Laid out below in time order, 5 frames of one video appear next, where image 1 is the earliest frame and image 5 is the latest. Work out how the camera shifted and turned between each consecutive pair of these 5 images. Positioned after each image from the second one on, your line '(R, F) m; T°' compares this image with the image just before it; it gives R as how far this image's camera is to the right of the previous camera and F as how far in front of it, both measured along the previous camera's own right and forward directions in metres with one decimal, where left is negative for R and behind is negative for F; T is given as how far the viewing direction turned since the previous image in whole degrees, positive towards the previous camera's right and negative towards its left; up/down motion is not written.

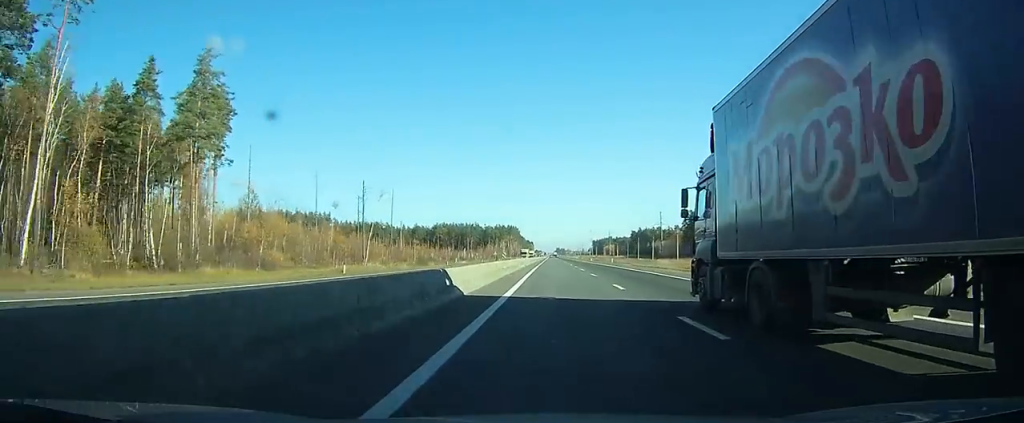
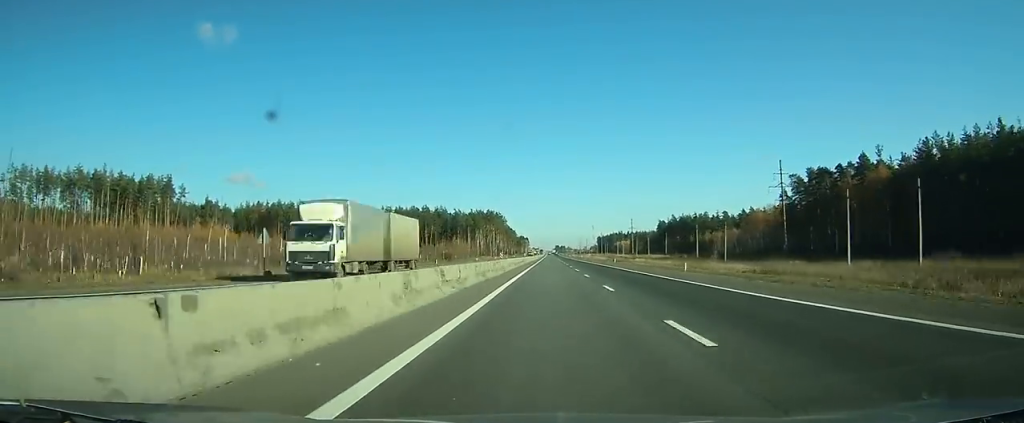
(-0.6, +159.2) m; 0°
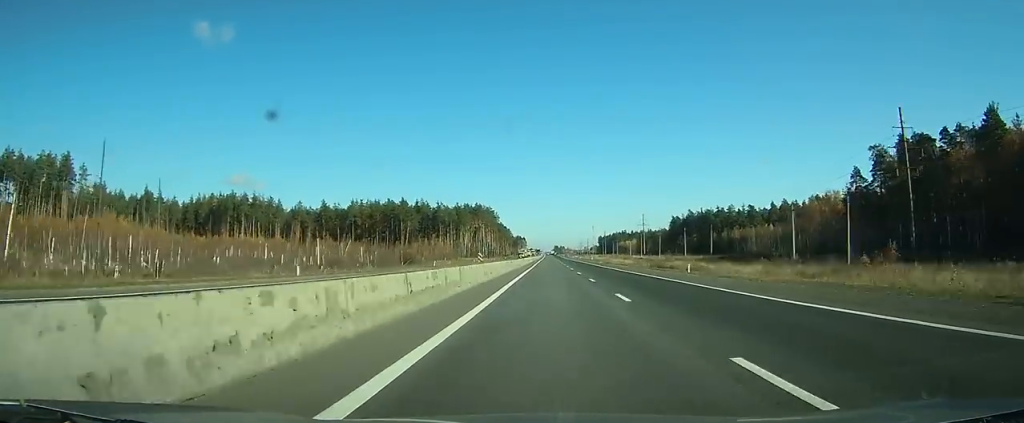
(+0.2, +50.4) m; 0°
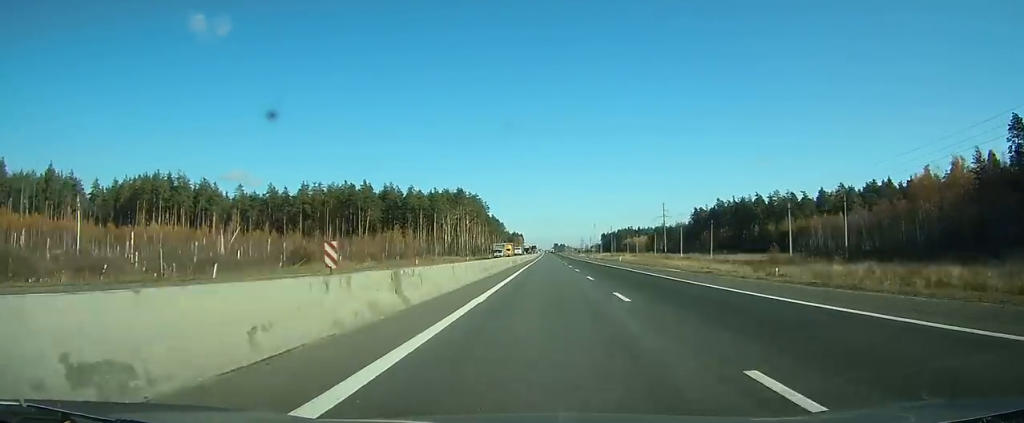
(0.0, +57.8) m; 0°
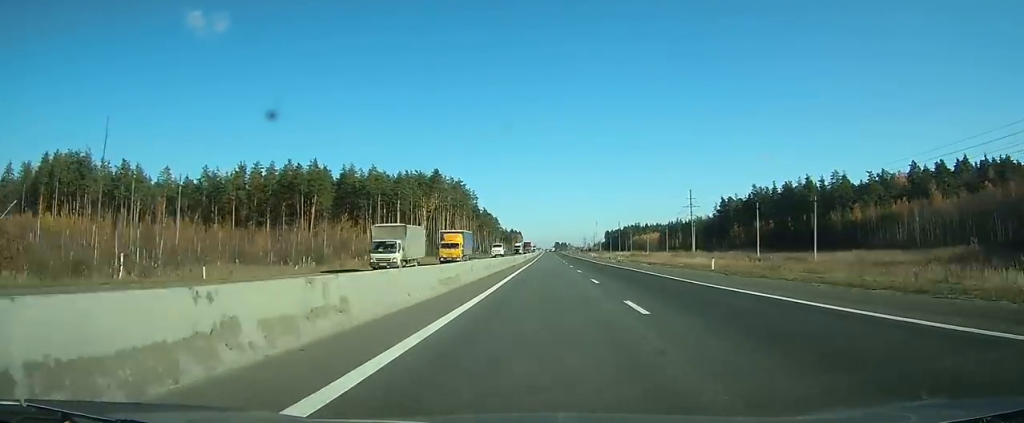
(-0.1, +51.6) m; 0°
